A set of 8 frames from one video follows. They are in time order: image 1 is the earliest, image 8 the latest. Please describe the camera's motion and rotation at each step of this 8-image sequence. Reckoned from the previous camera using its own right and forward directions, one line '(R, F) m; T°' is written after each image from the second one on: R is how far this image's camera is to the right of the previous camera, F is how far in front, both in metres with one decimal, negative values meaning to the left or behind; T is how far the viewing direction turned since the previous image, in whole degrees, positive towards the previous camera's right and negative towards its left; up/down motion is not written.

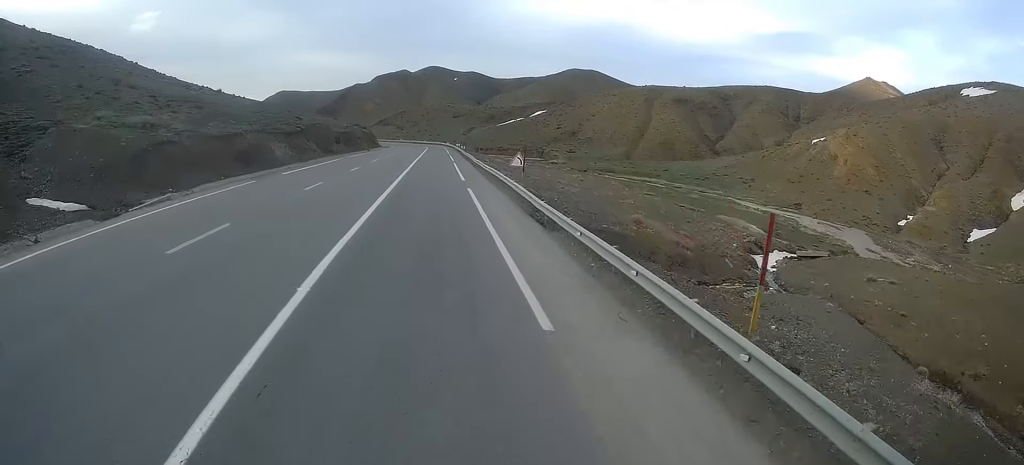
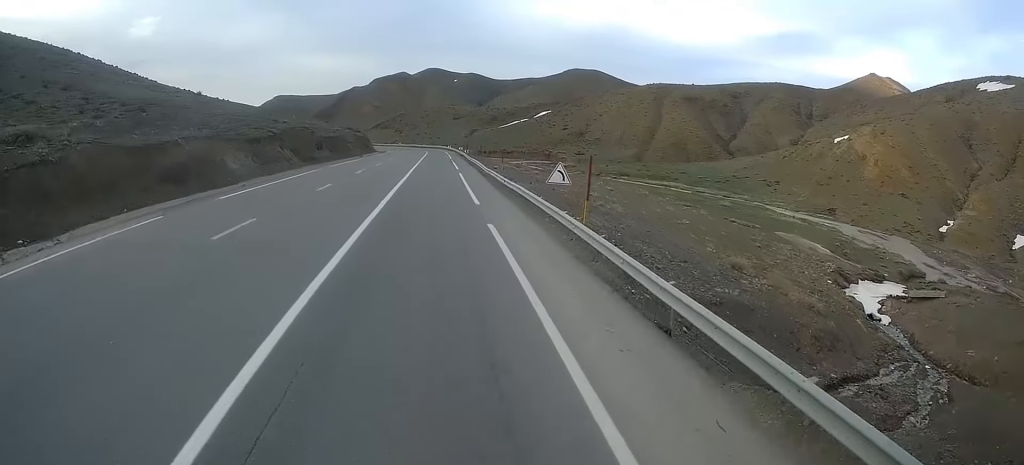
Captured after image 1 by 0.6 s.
(-0.3, +11.2) m; 0°
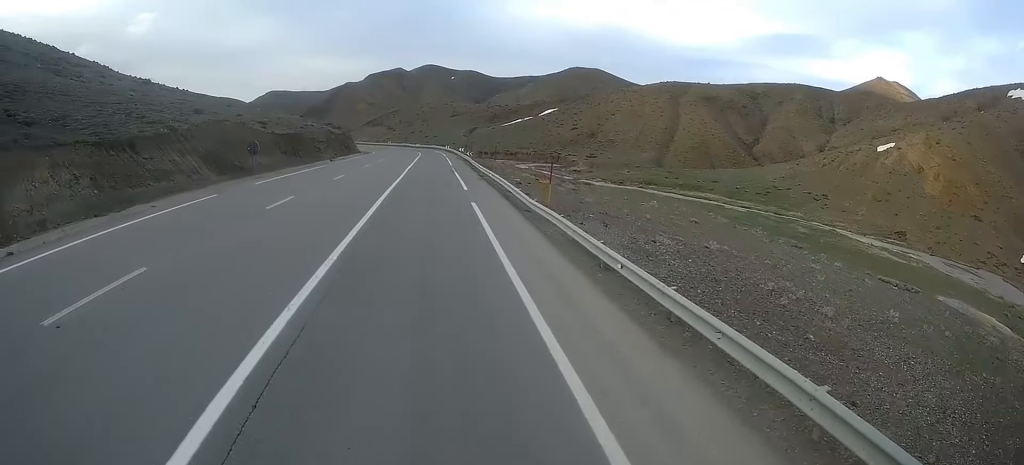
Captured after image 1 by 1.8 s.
(+0.4, +20.3) m; +1°
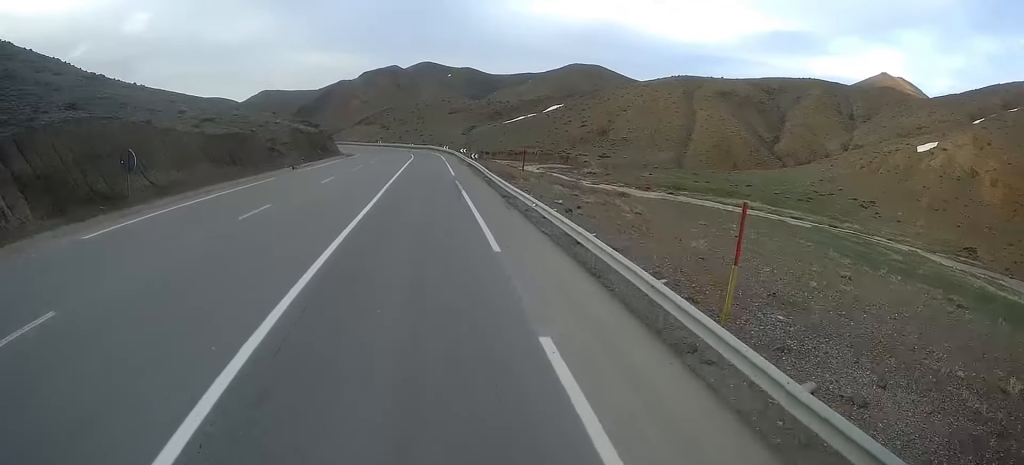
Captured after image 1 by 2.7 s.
(0.0, +16.2) m; 0°
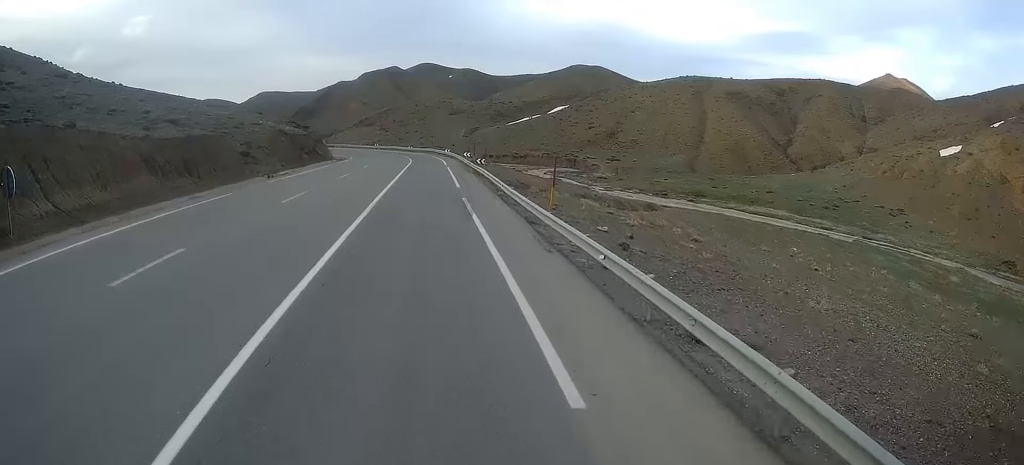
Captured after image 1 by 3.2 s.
(0.0, +7.8) m; 0°
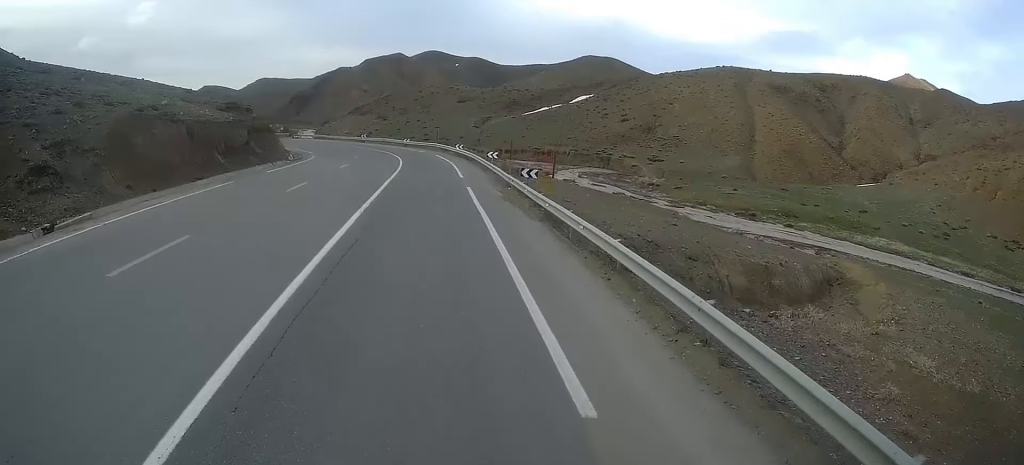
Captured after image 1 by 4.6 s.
(+0.1, +25.8) m; -1°
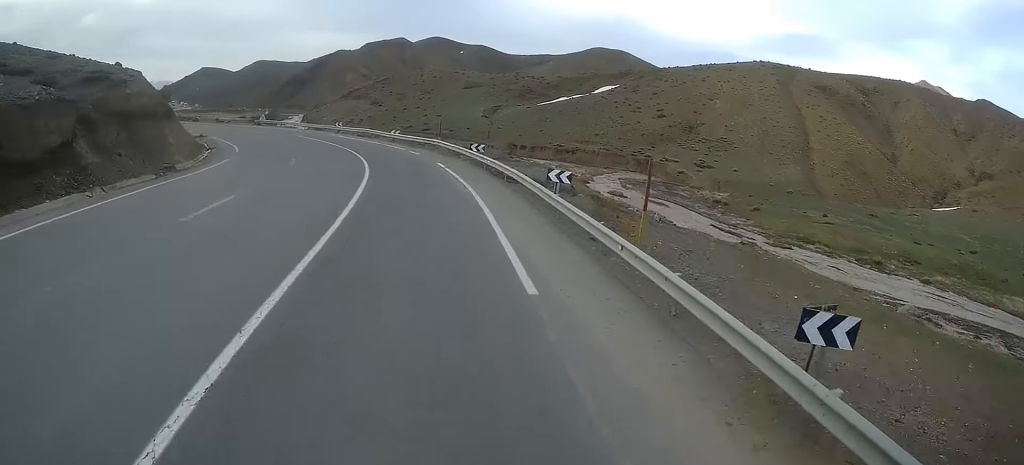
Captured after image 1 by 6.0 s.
(-0.5, +22.3) m; -2°
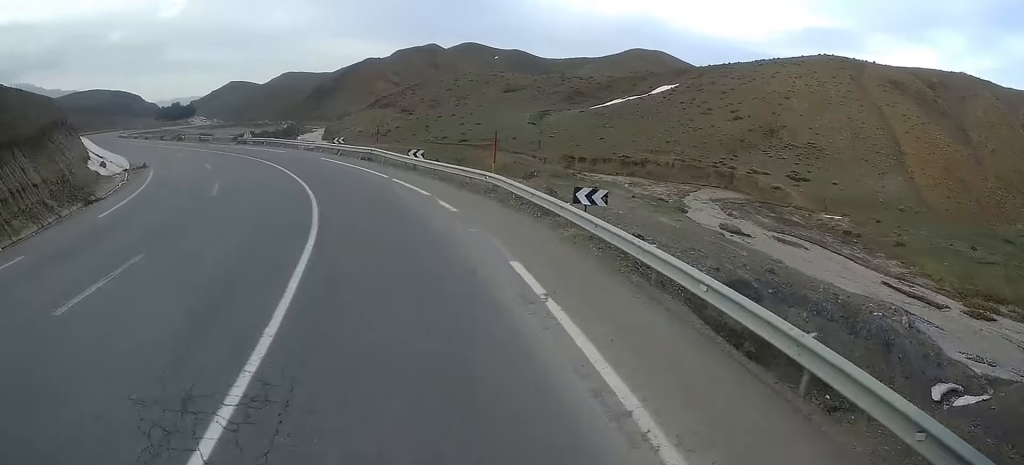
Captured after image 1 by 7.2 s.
(-0.5, +18.9) m; -6°
